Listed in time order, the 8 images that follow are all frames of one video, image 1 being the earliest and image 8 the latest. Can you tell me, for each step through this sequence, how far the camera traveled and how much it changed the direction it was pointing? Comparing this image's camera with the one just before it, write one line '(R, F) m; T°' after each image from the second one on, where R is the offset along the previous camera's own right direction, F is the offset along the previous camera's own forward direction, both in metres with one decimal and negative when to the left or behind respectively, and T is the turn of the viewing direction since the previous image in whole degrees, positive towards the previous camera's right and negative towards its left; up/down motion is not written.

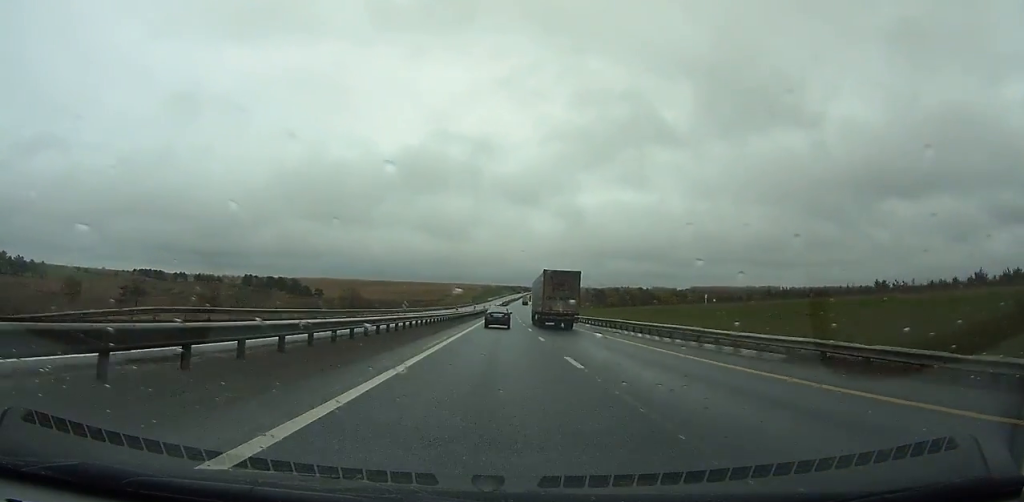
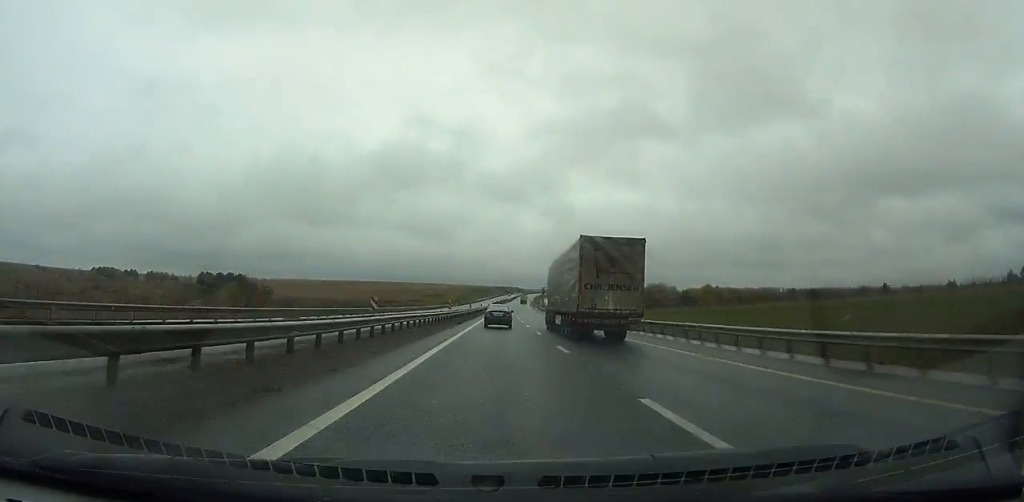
(+0.3, +65.4) m; +1°
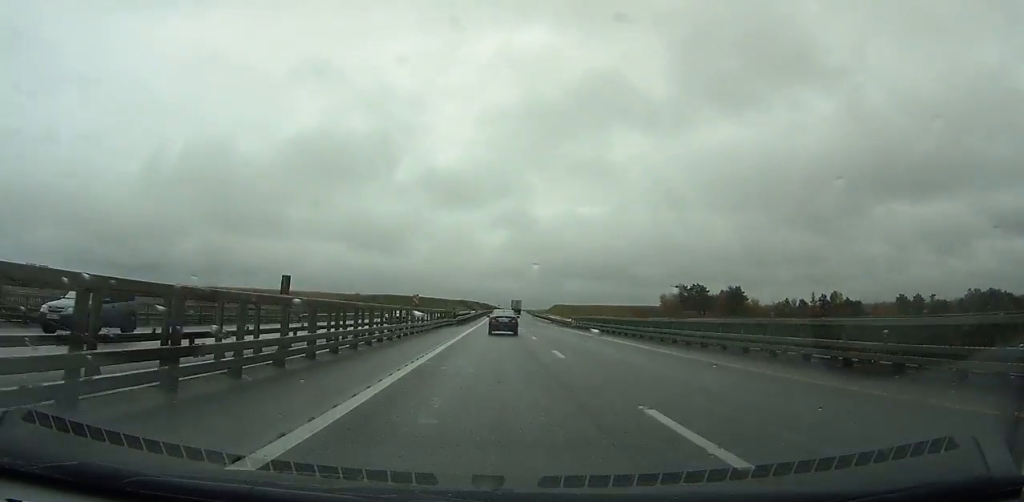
(+7.6, +225.7) m; +3°
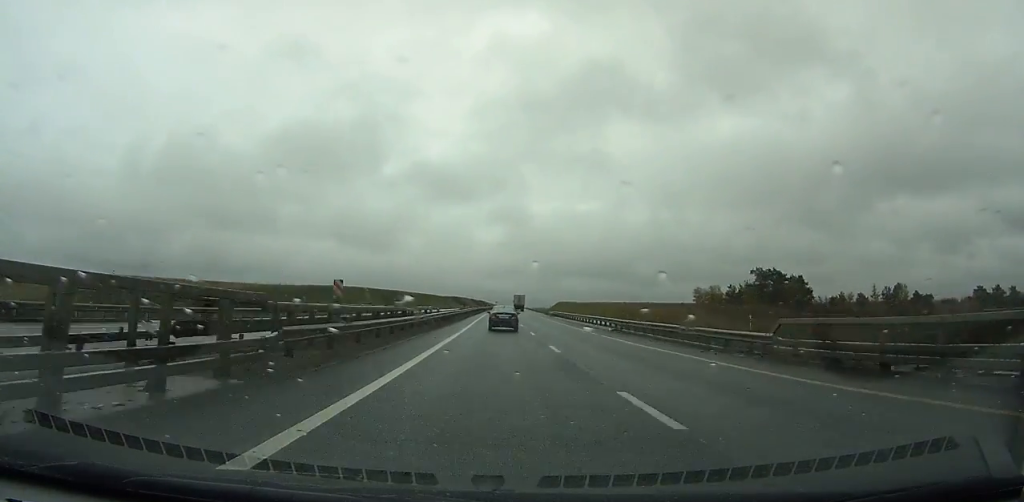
(+0.2, +47.6) m; 0°
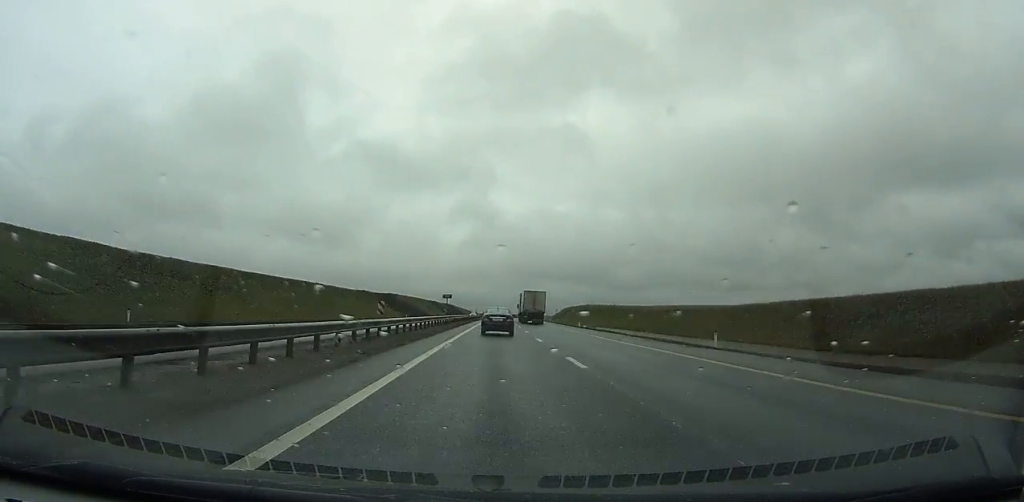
(+2.3, +168.3) m; +2°
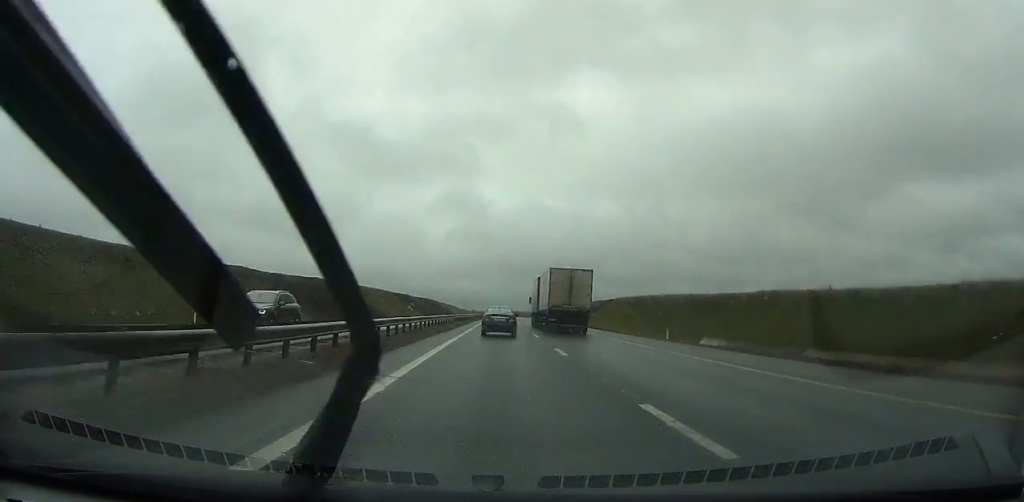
(+0.6, +75.9) m; +1°
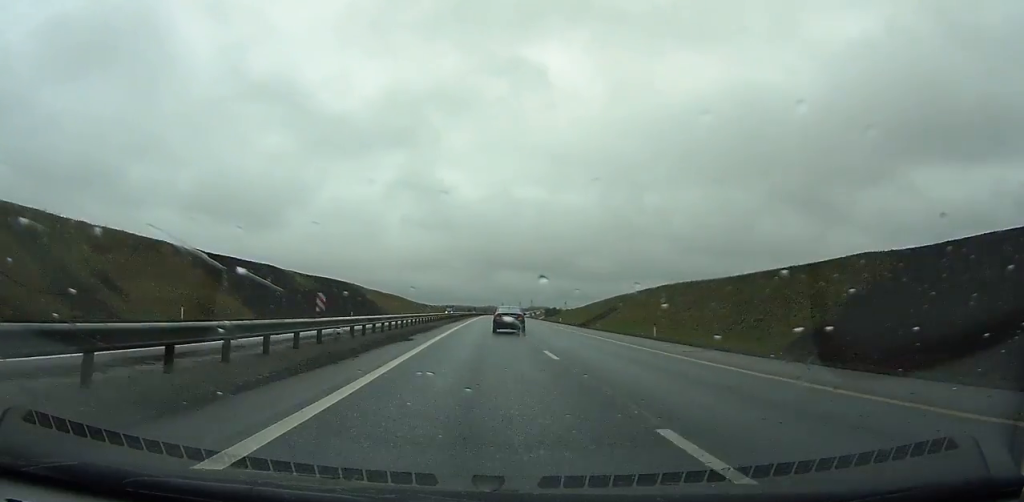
(+3.2, +130.2) m; +3°
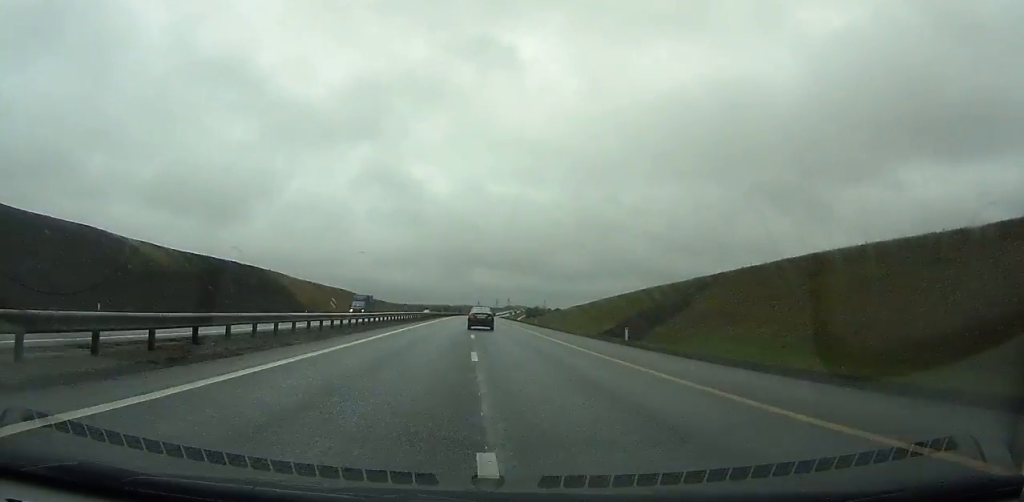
(+0.4, +49.6) m; +1°
